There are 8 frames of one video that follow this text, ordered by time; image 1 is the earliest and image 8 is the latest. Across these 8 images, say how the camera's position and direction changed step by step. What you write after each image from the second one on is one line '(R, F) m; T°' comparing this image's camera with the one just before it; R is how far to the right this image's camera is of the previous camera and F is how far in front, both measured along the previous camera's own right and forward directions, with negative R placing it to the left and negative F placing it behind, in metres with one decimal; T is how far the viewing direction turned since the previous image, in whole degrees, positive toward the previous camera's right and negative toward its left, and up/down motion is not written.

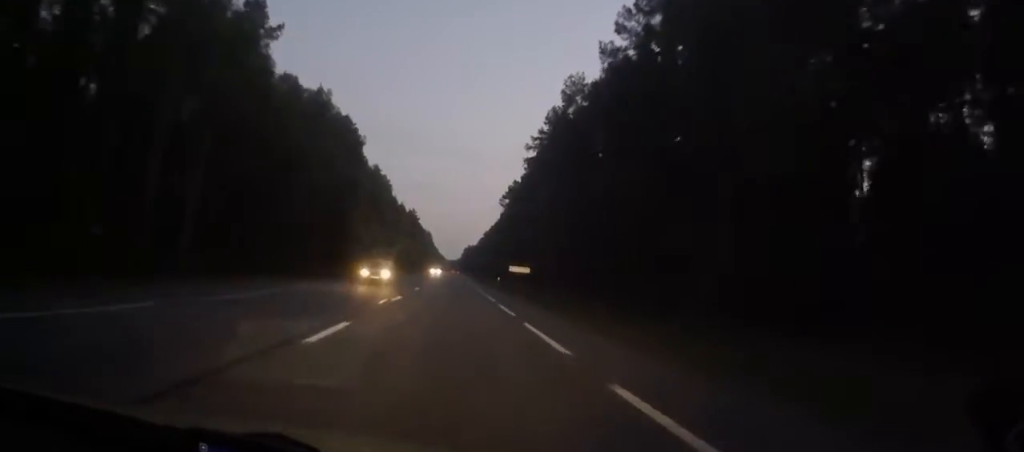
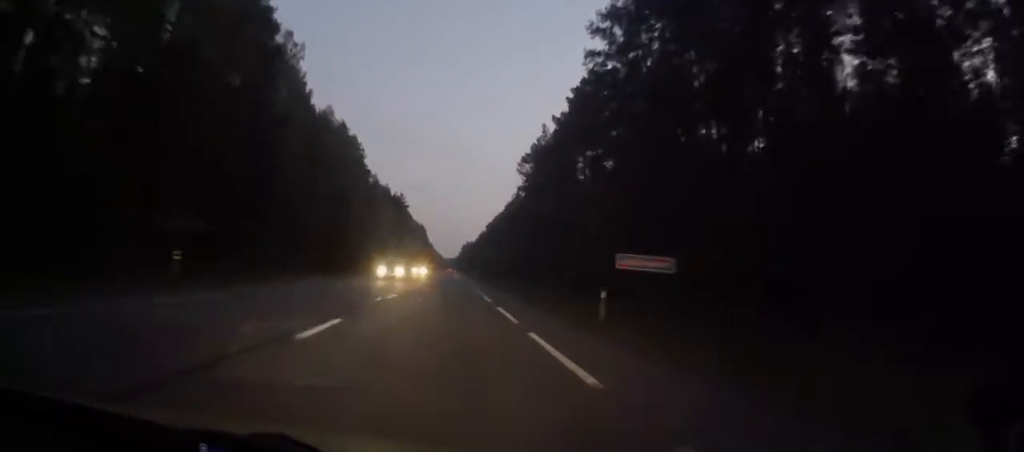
(+0.1, +46.8) m; 0°
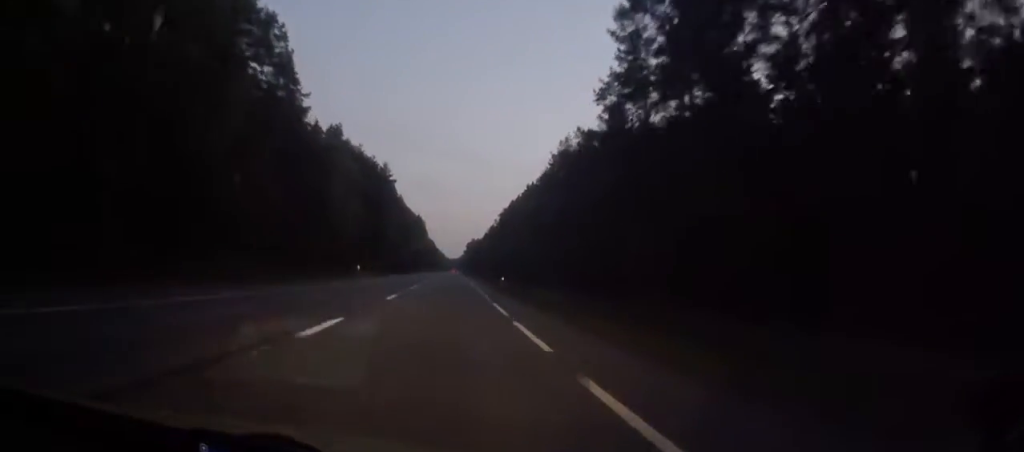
(0.0, +59.5) m; 0°
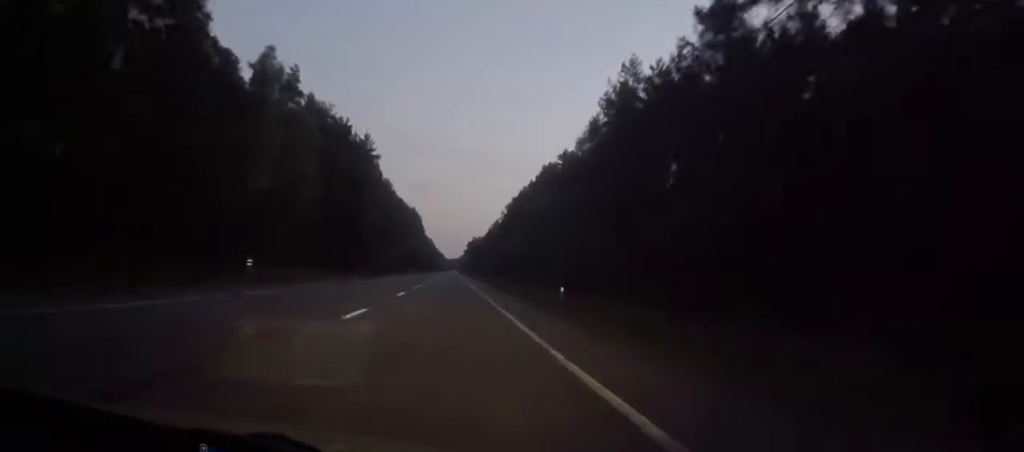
(0.0, +32.6) m; 0°
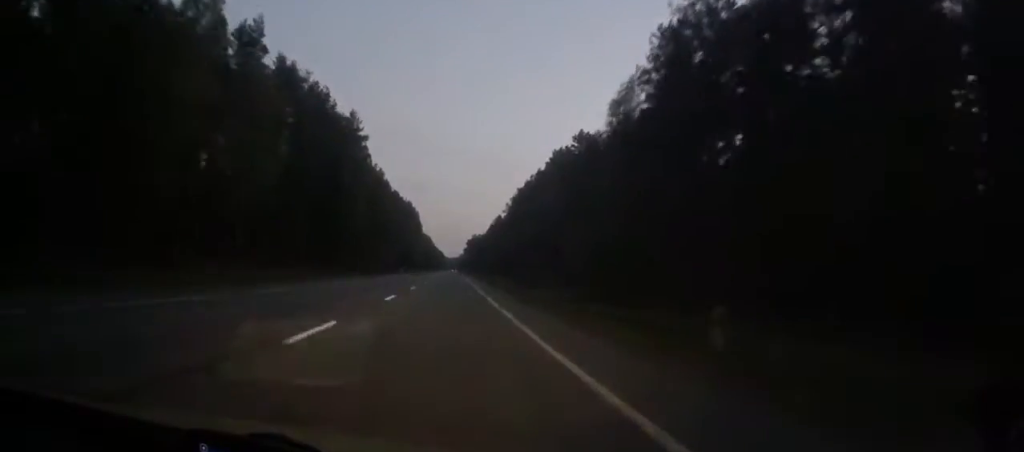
(0.0, +16.3) m; 0°
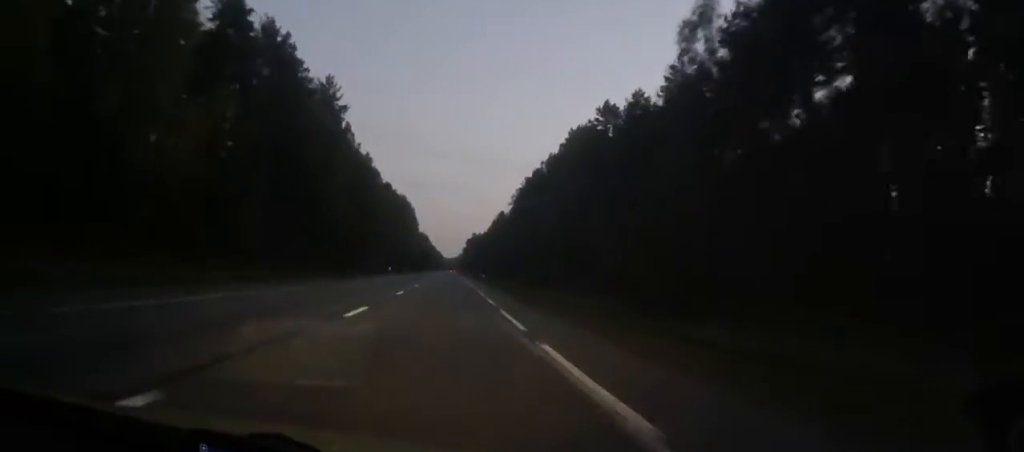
(0.0, +19.4) m; 0°
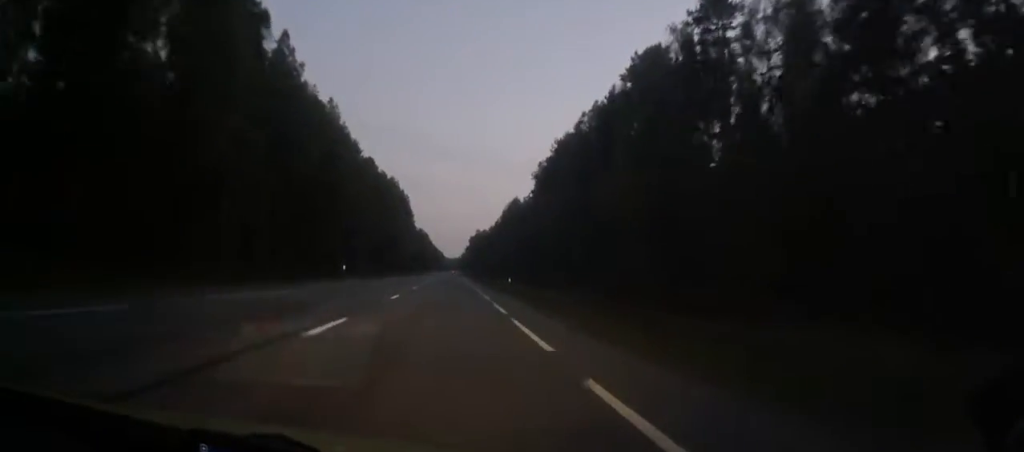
(-0.1, +39.8) m; 0°
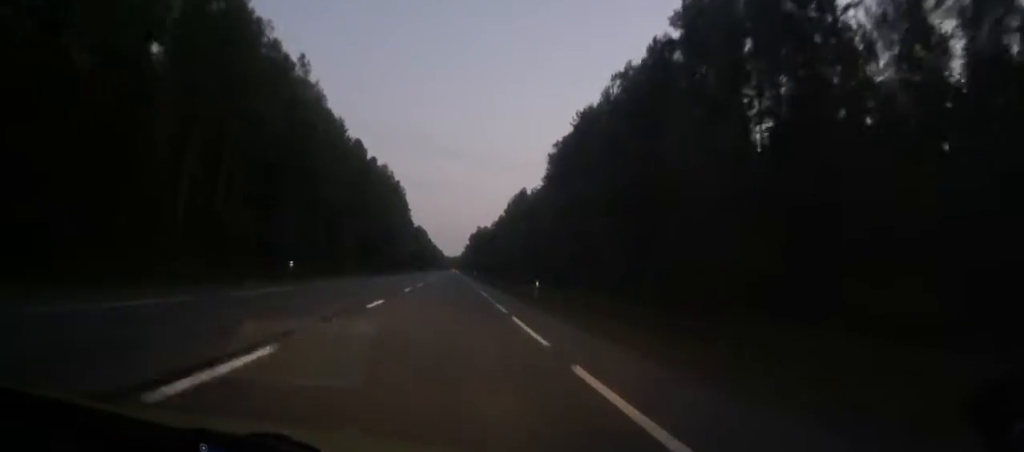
(0.0, +17.3) m; 0°
